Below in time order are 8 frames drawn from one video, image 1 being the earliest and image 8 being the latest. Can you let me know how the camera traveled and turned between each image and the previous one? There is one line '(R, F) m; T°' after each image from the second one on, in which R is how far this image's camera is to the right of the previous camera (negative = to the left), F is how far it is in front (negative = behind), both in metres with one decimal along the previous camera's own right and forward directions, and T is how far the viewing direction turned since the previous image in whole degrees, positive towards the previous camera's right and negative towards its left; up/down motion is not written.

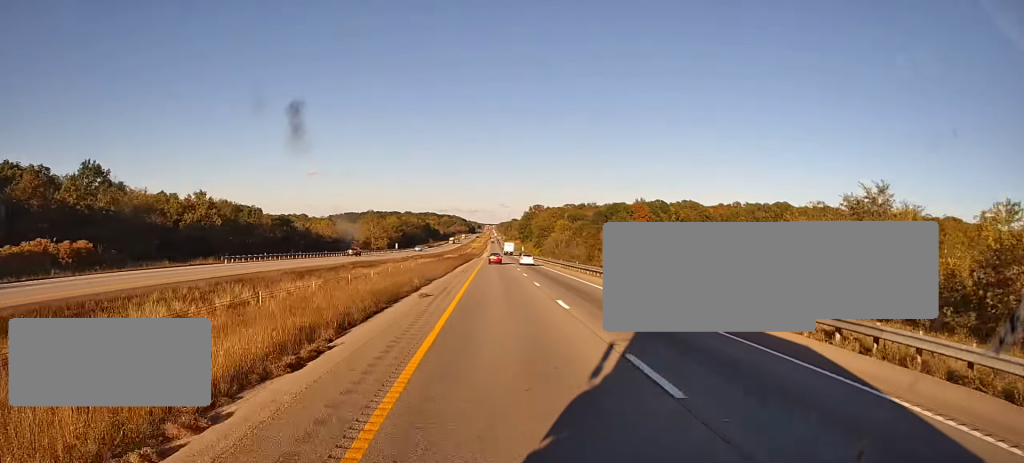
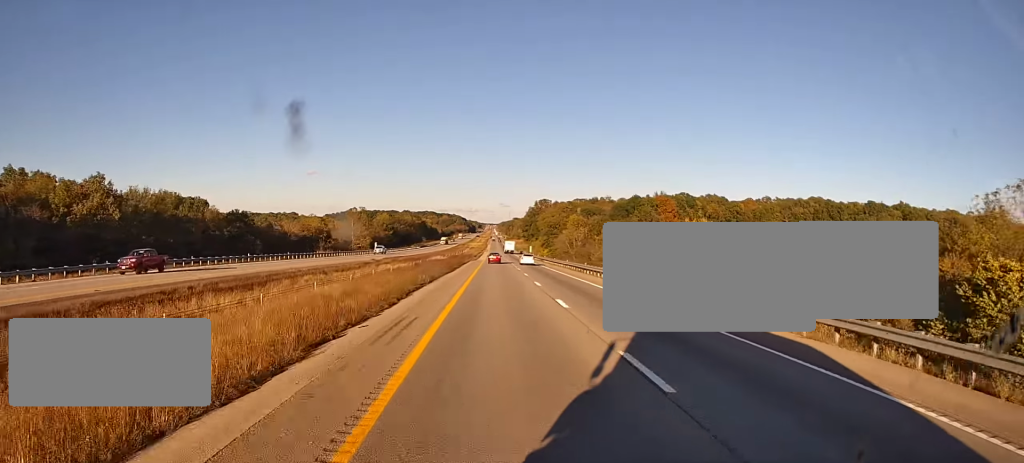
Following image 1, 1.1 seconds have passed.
(+0.1, +36.2) m; +1°
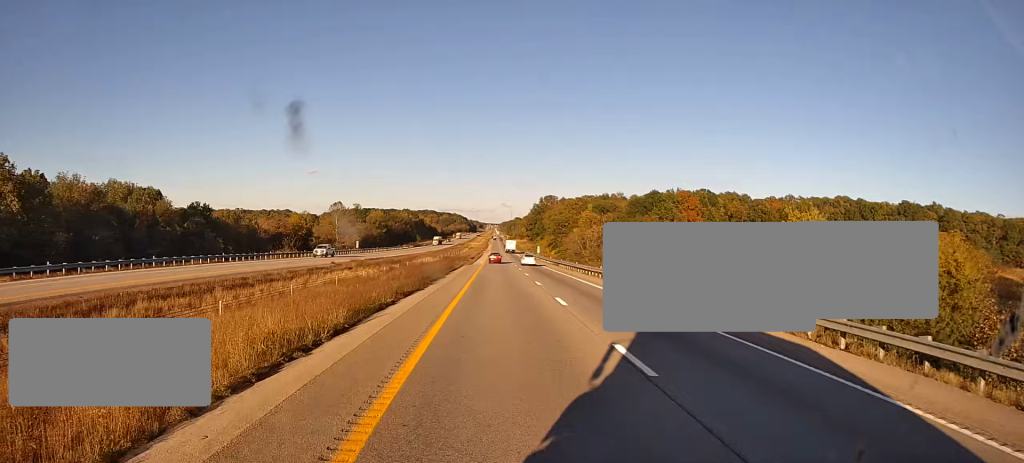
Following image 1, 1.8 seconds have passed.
(+0.4, +23.1) m; 0°
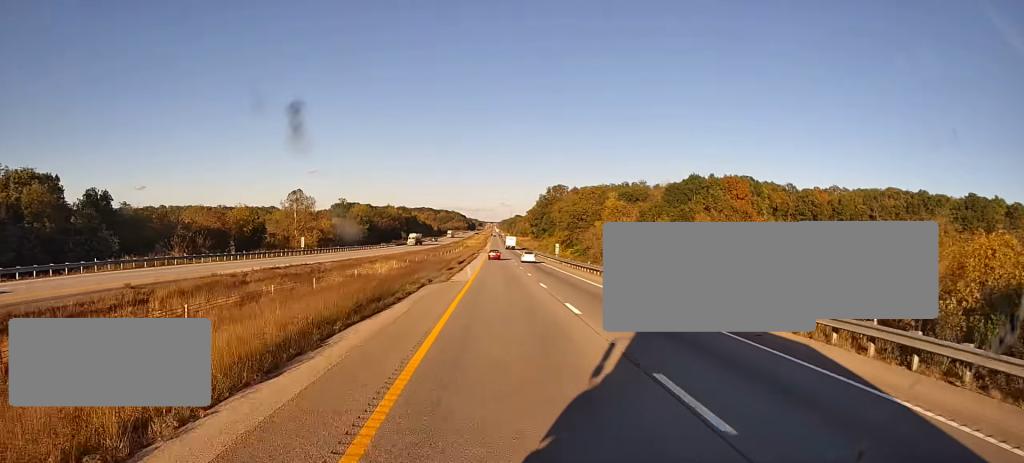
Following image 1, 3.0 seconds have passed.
(-0.2, +39.6) m; -1°
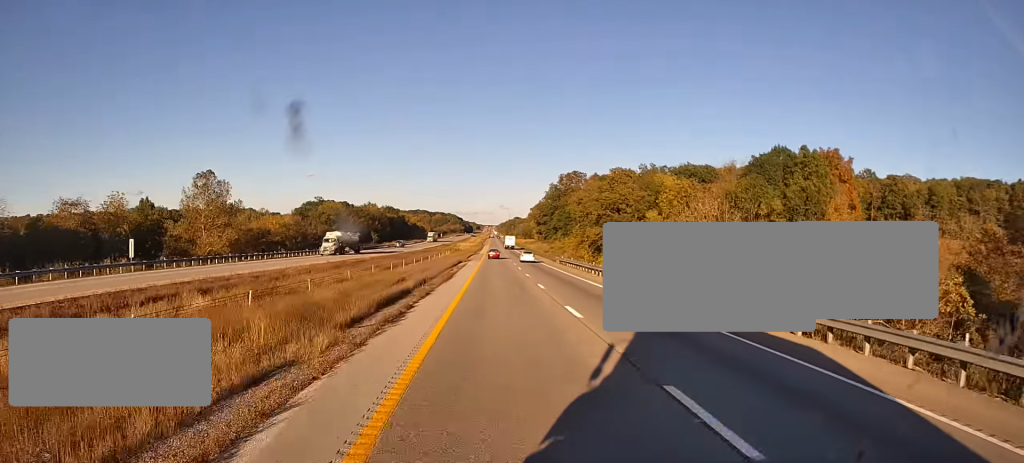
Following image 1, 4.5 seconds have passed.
(+0.2, +49.6) m; +1°
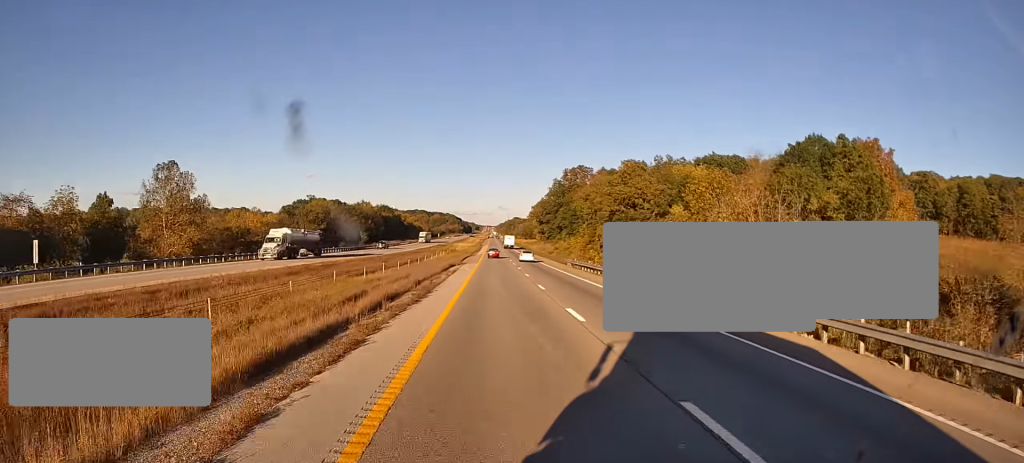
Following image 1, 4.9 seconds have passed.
(+0.2, +13.2) m; 0°
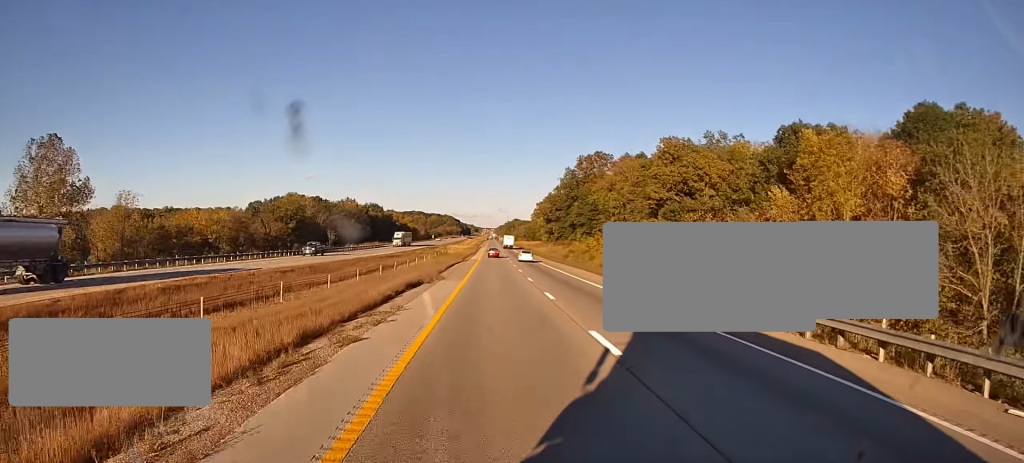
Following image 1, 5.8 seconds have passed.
(-0.2, +29.7) m; 0°
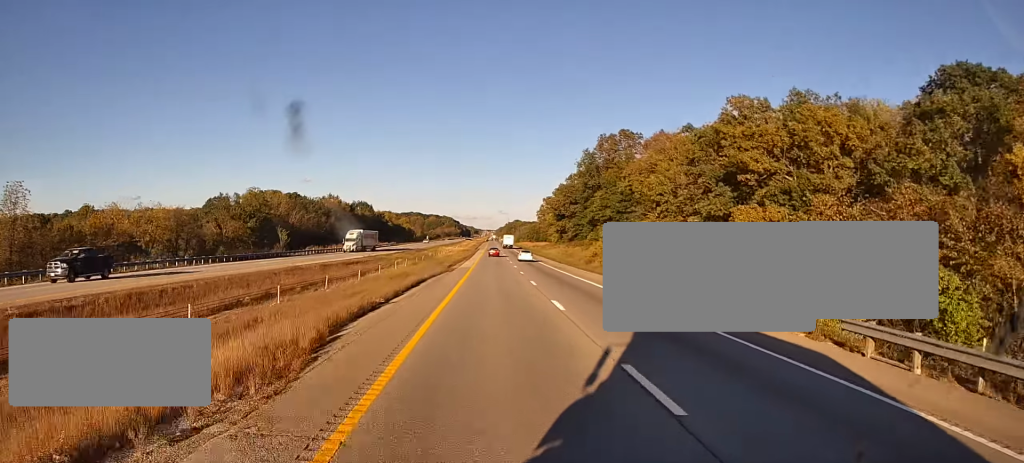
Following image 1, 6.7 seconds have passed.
(-0.1, +28.6) m; 0°
